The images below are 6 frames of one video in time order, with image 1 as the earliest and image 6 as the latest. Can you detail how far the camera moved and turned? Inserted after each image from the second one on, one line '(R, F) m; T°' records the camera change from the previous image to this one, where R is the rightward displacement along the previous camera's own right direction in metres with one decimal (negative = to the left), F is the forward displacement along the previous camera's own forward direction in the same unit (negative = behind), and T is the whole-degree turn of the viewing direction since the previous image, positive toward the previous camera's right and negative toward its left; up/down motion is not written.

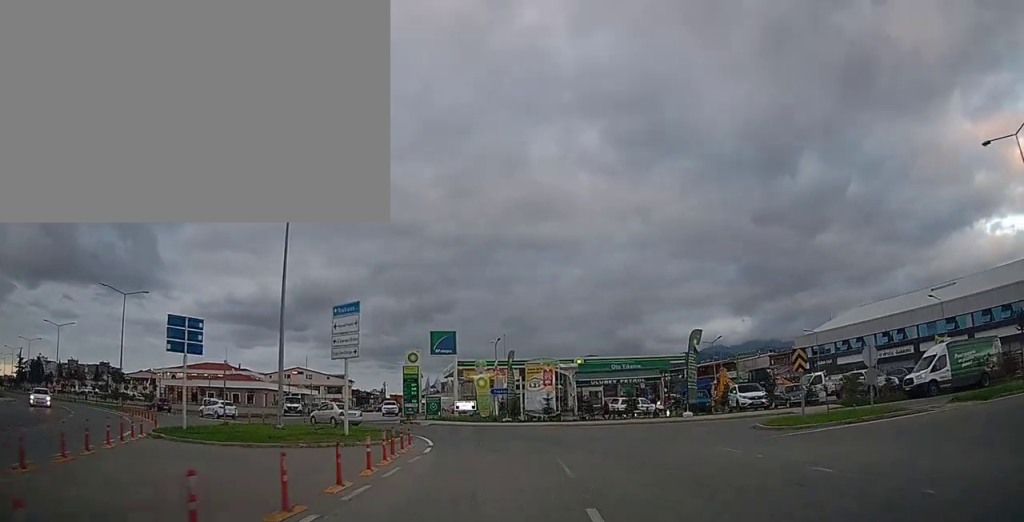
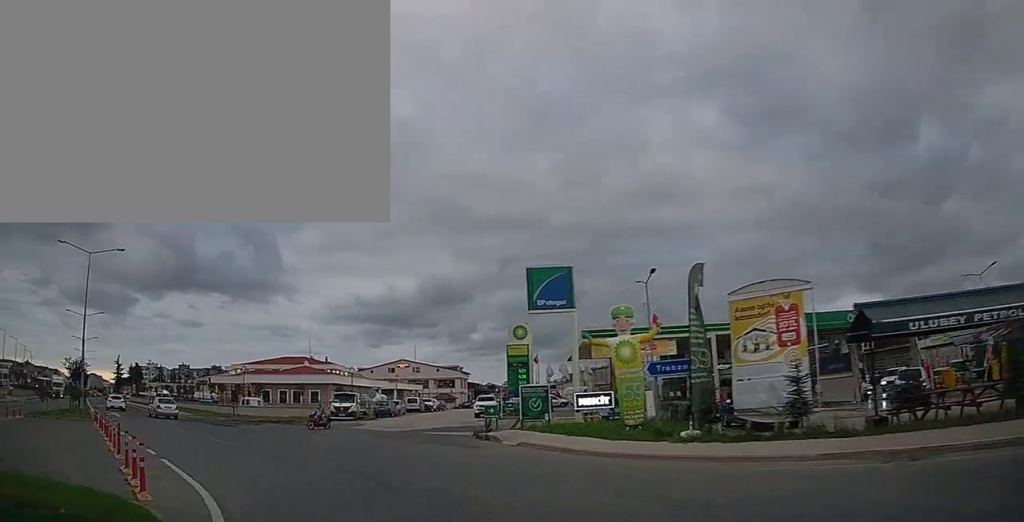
(-0.5, +21.7) m; -11°
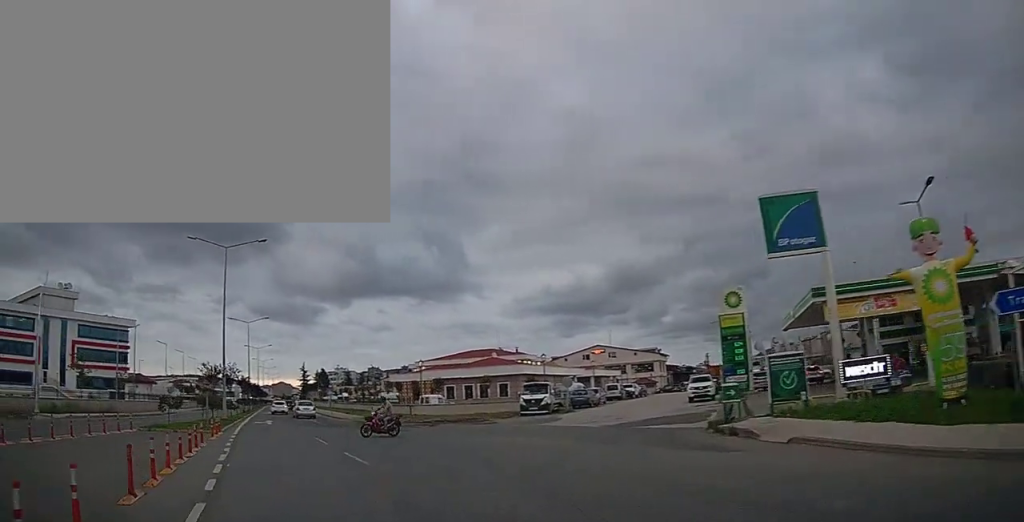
(-0.8, +6.5) m; -19°
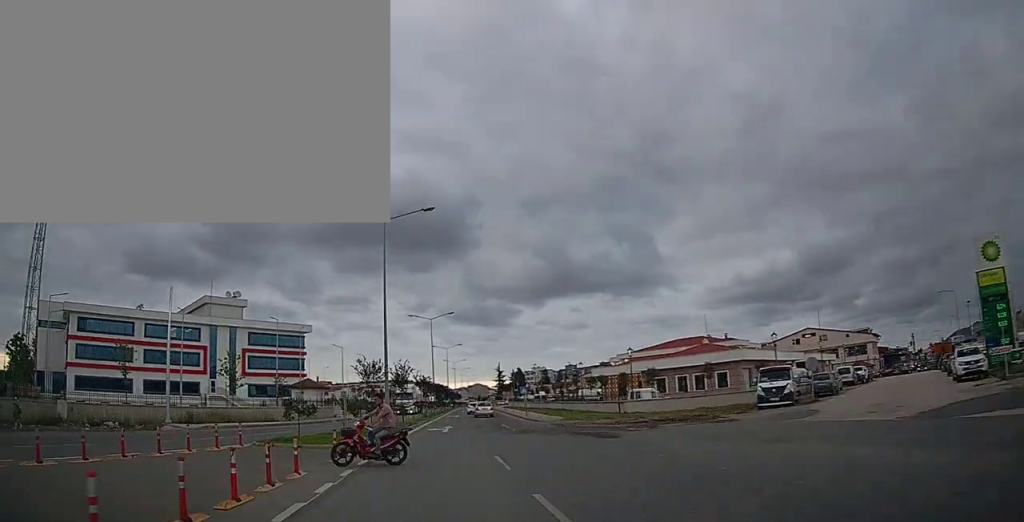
(-1.5, +6.7) m; -20°
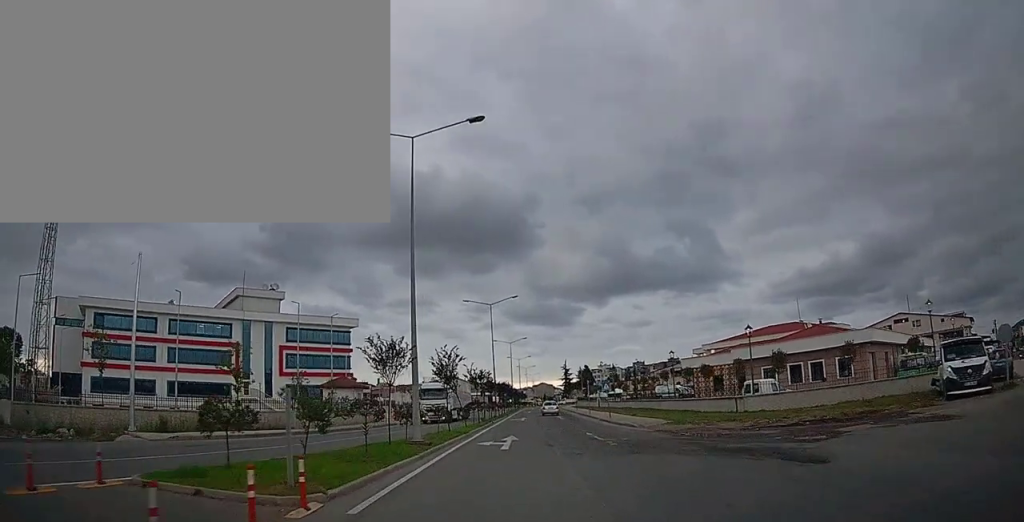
(-0.9, +9.0) m; -9°
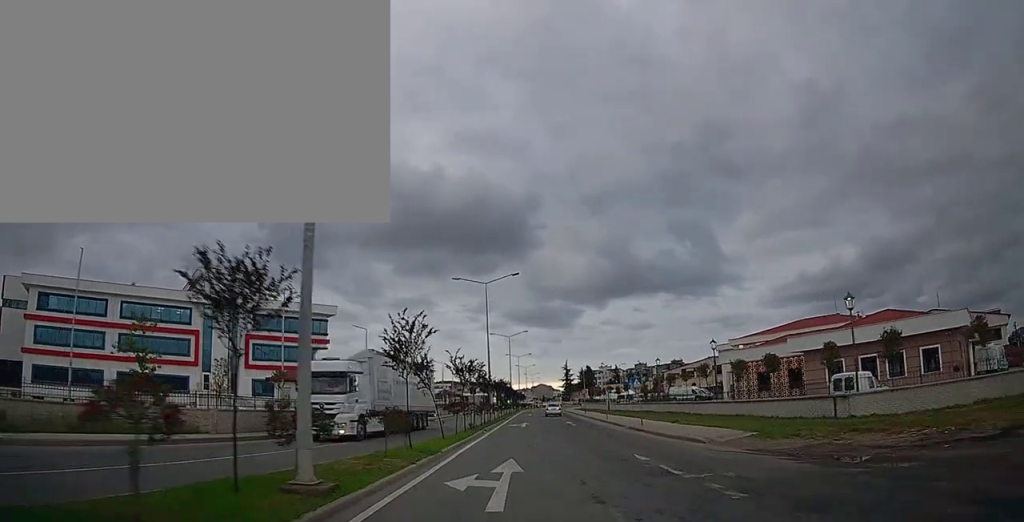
(-0.3, +9.2) m; -2°
